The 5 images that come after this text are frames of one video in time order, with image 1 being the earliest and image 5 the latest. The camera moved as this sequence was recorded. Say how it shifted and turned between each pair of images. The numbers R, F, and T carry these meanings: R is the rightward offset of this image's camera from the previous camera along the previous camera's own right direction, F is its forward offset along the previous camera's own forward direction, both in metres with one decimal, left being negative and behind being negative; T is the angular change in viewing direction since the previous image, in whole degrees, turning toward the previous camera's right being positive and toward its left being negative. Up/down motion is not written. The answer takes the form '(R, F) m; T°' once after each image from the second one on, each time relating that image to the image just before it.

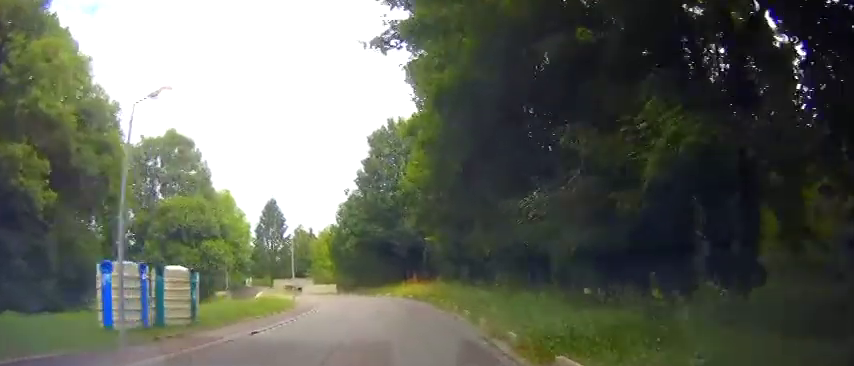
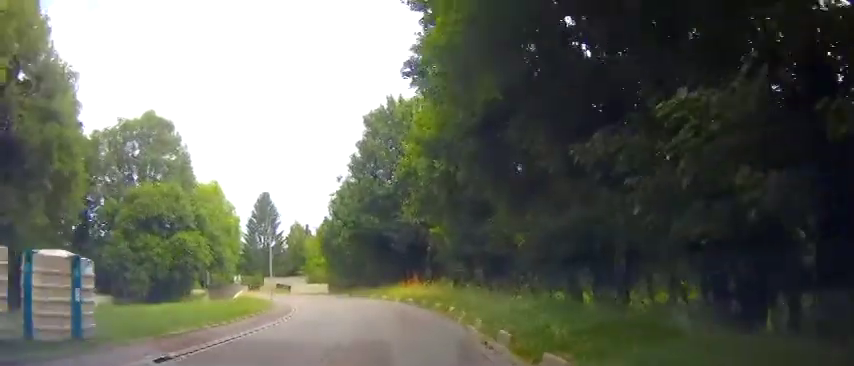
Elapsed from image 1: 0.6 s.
(+0.1, +5.5) m; -1°
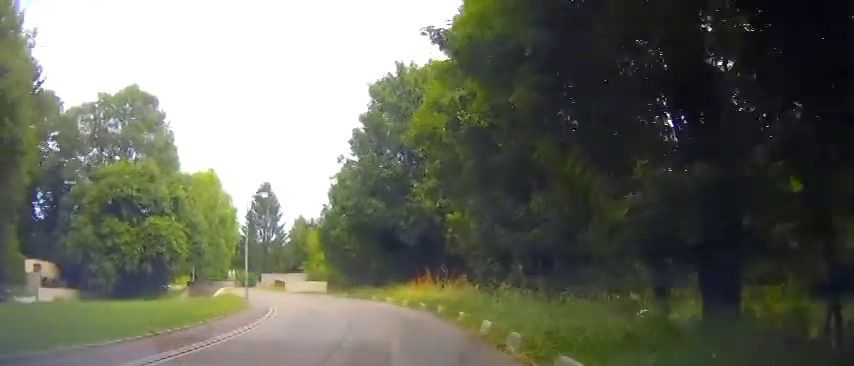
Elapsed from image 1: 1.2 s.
(+0.1, +5.9) m; -2°
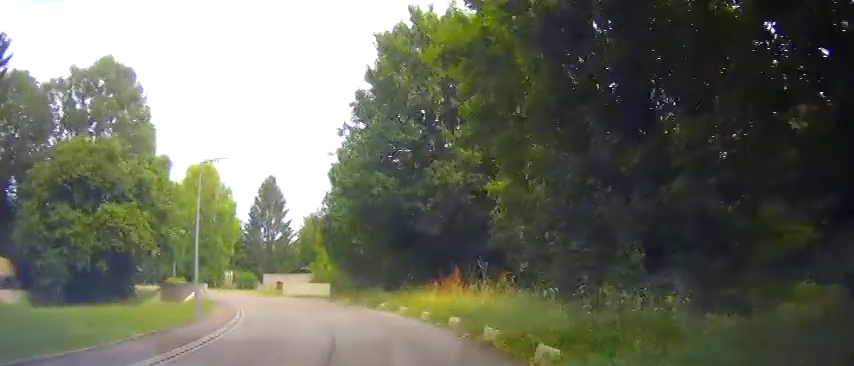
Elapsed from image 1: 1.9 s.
(-0.3, +7.3) m; -5°
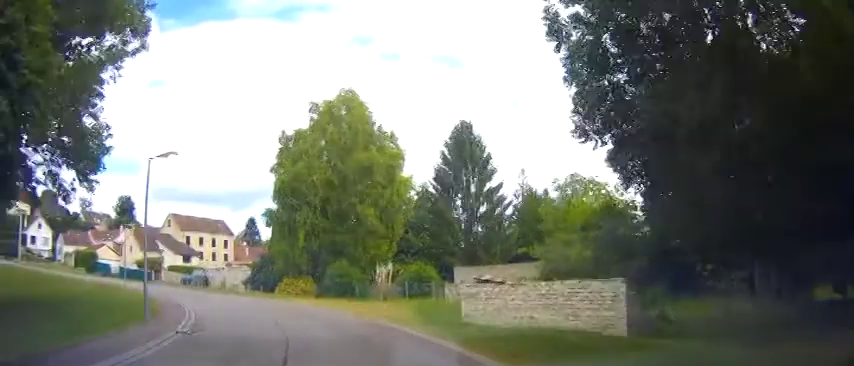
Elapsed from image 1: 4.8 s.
(-5.8, +27.6) m; -28°
